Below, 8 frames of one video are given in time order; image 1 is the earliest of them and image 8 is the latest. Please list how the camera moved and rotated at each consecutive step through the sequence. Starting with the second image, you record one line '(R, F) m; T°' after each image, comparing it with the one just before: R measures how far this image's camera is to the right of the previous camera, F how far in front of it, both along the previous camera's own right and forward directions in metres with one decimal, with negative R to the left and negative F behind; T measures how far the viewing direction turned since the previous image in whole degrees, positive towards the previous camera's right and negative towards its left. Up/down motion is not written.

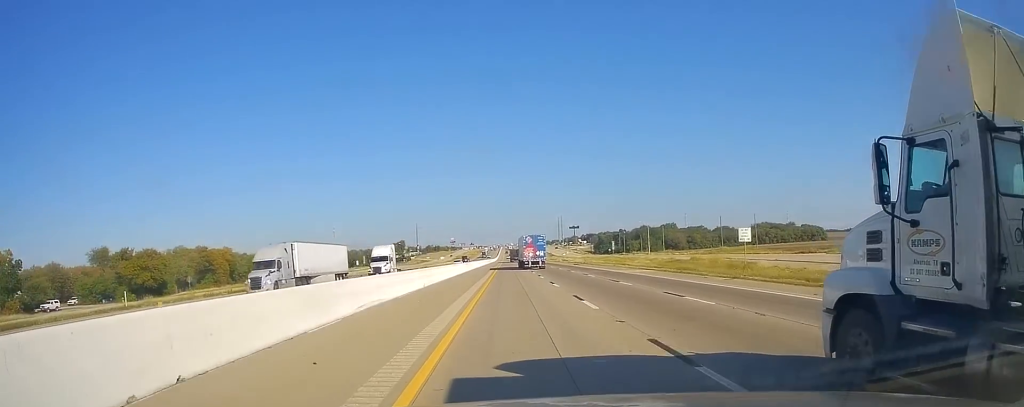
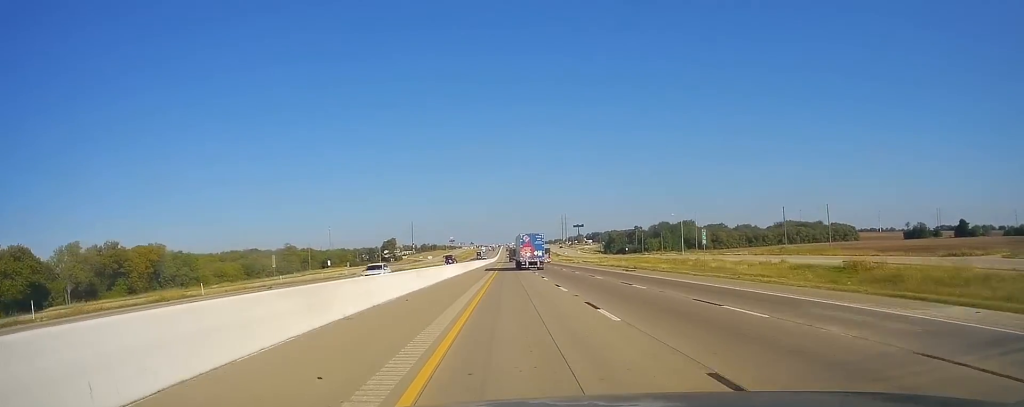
(0.0, +41.3) m; 0°
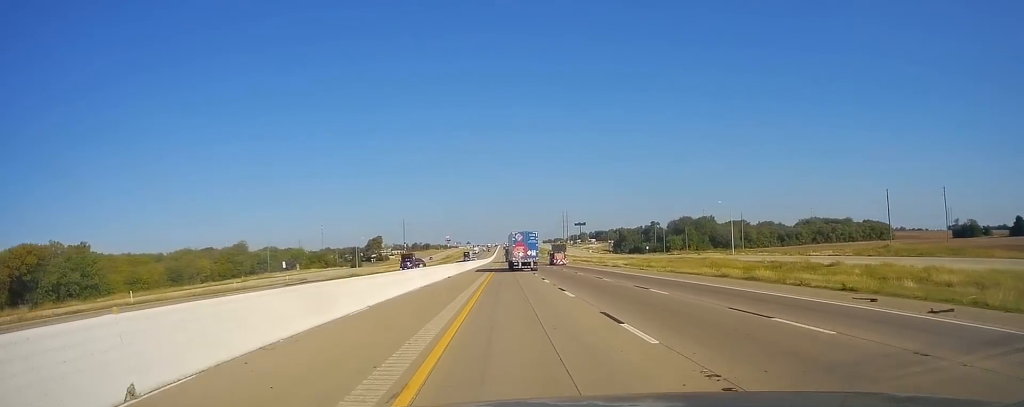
(+0.5, +41.9) m; 0°
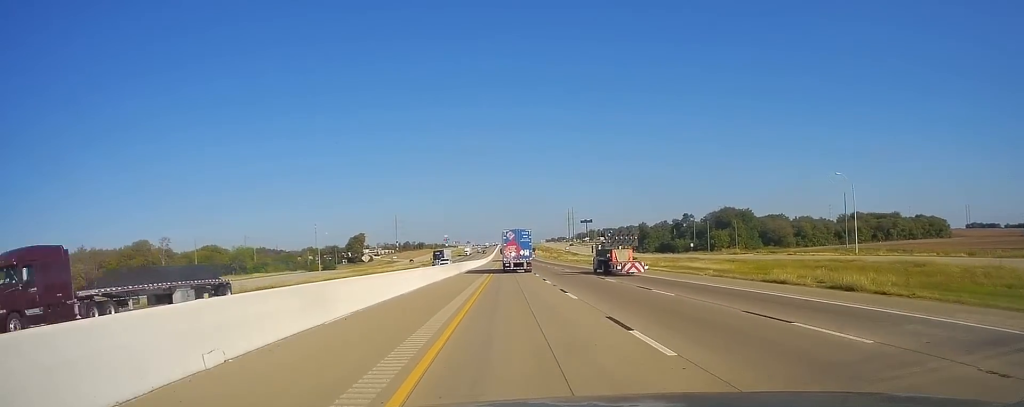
(-0.7, +52.1) m; -1°
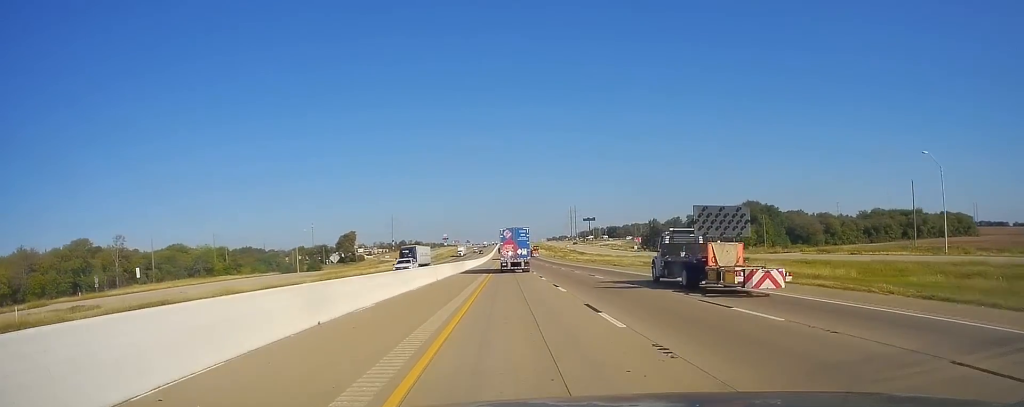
(+0.1, +21.8) m; 0°
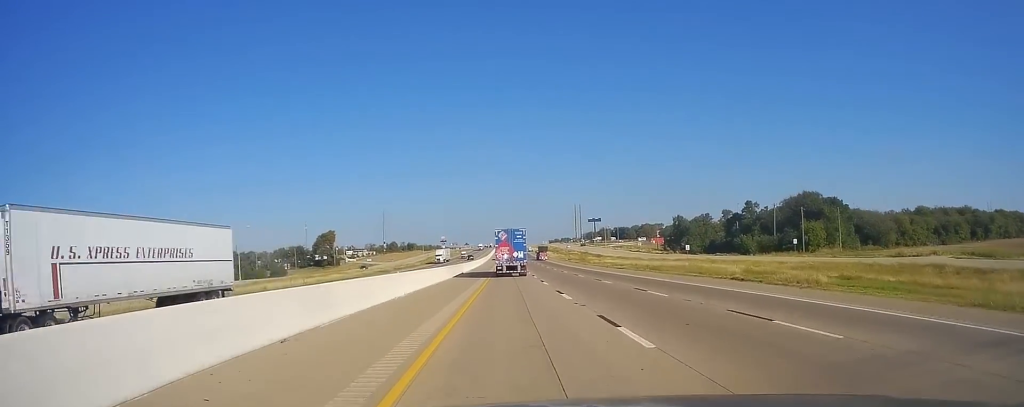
(0.0, +41.5) m; +1°
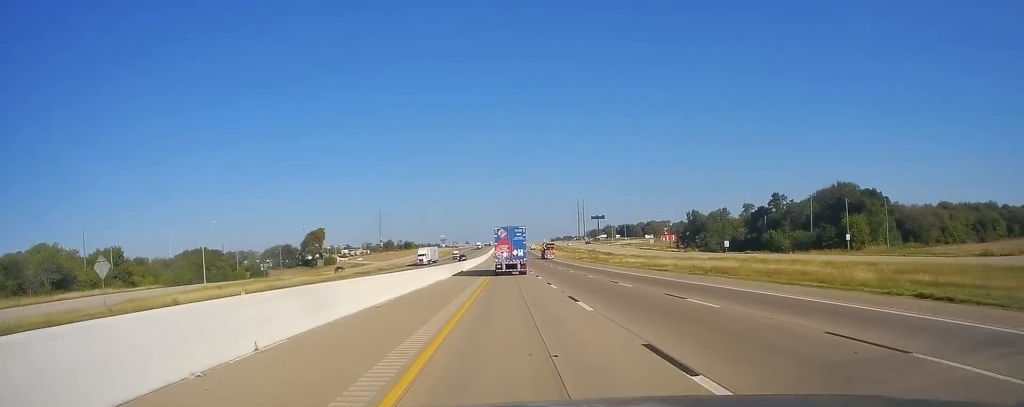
(+0.4, +18.5) m; 0°
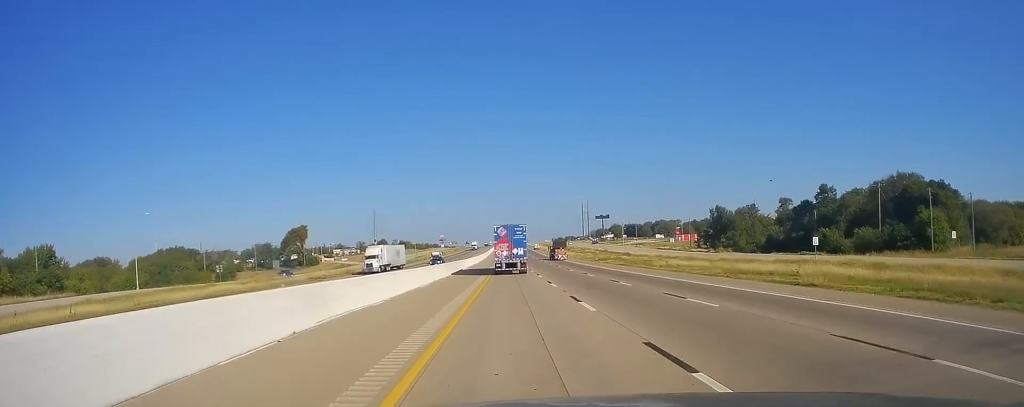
(+0.1, +26.2) m; 0°
